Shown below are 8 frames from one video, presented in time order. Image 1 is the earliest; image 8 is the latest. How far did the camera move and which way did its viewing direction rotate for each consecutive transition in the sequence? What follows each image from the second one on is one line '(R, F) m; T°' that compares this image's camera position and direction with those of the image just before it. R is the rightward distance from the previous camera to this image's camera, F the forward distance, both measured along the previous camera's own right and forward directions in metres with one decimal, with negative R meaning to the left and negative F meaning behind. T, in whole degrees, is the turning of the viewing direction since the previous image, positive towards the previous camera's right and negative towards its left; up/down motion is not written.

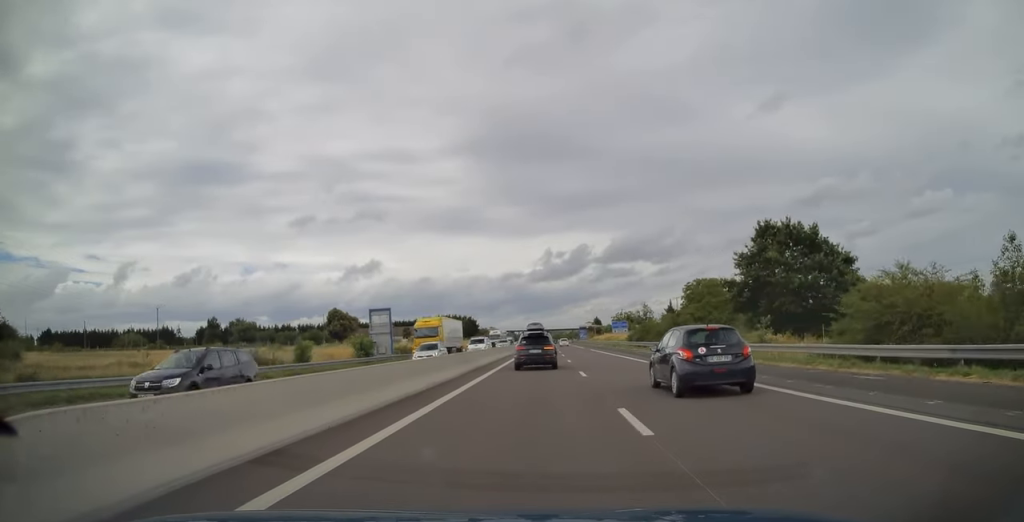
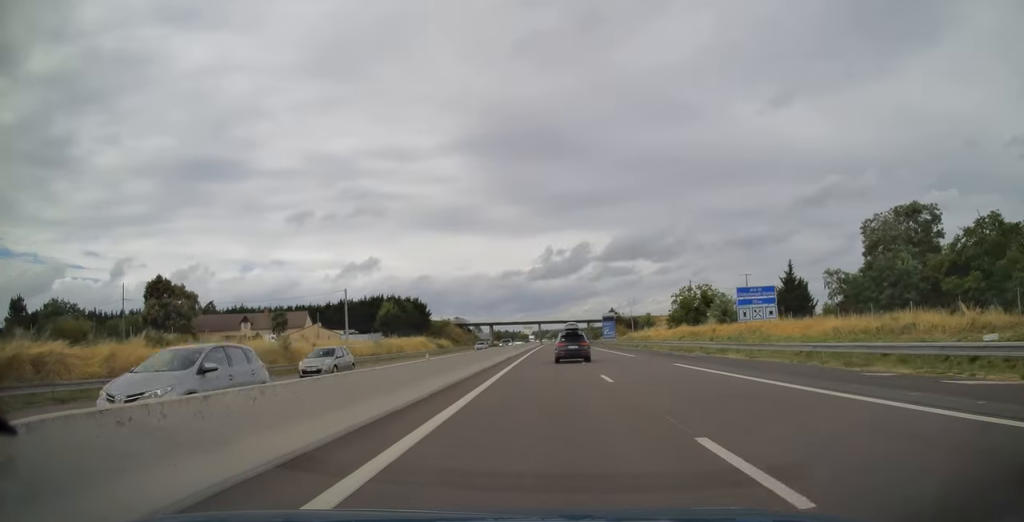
(0.0, +94.7) m; 0°
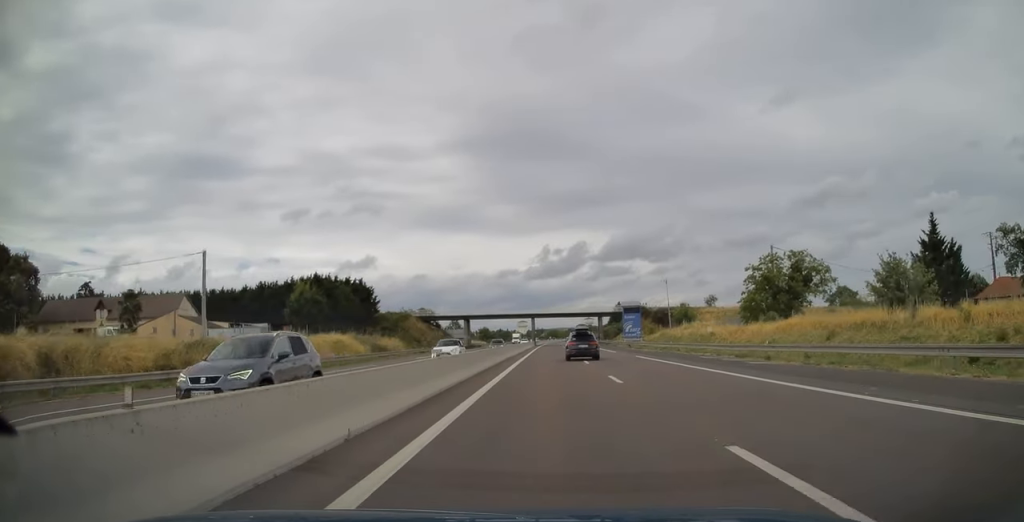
(+0.2, +40.0) m; 0°
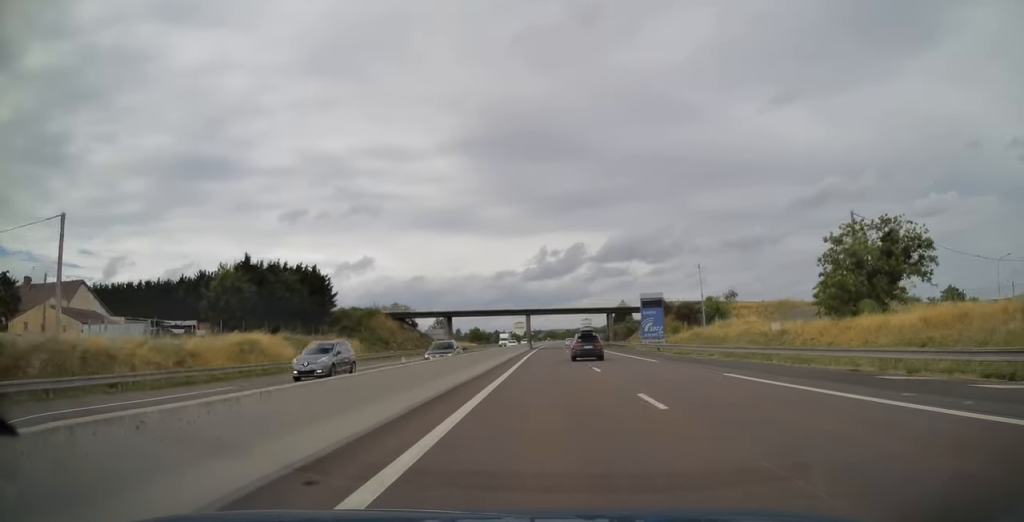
(0.0, +19.2) m; 0°
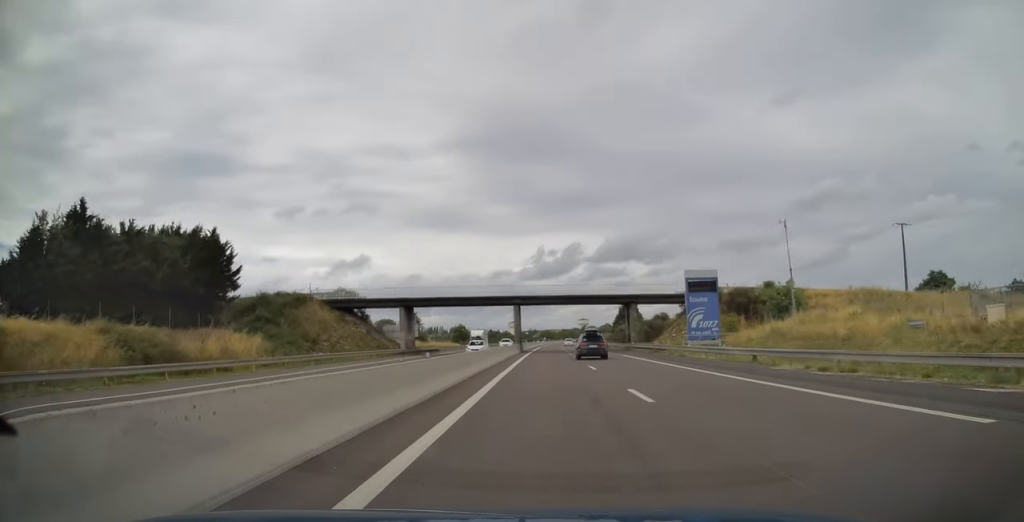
(+0.1, +25.0) m; 0°
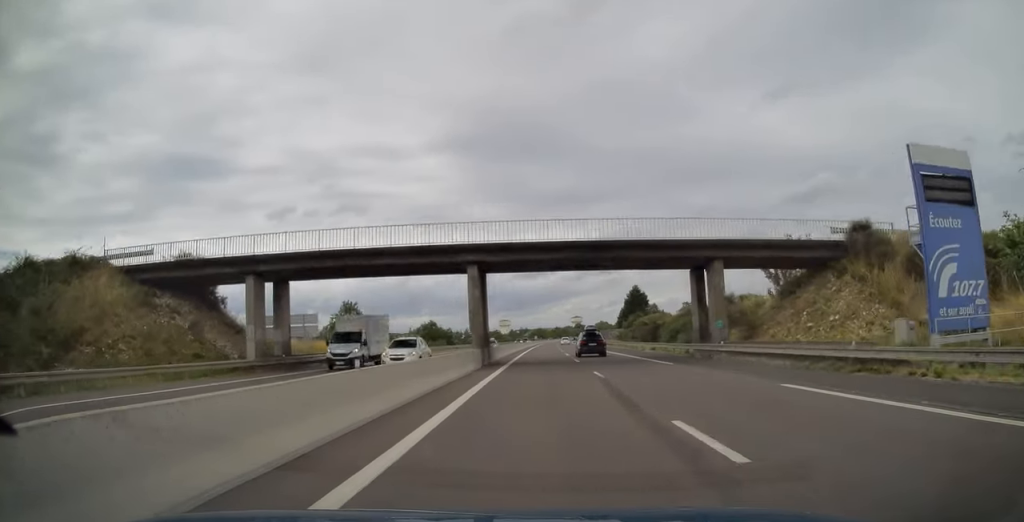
(+0.1, +32.6) m; +1°
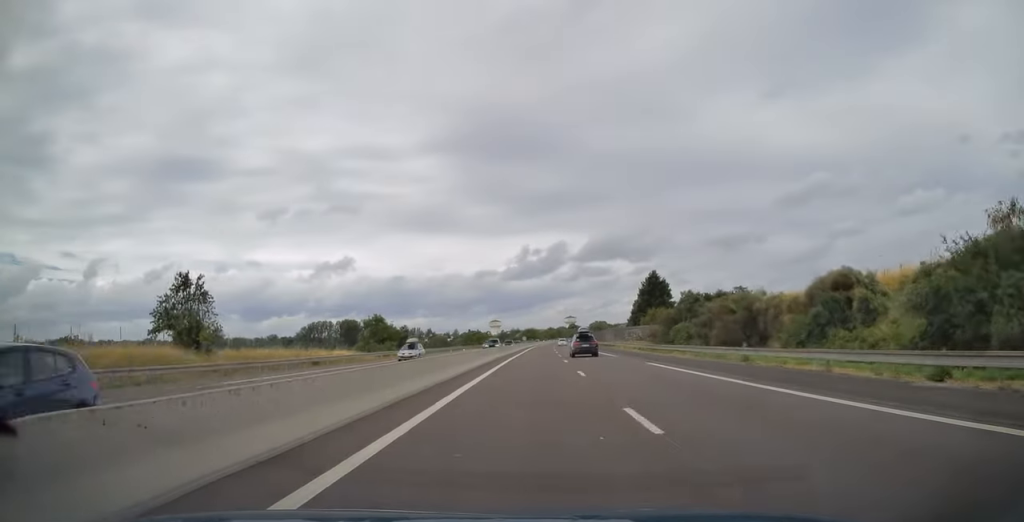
(+0.3, +37.2) m; +1°
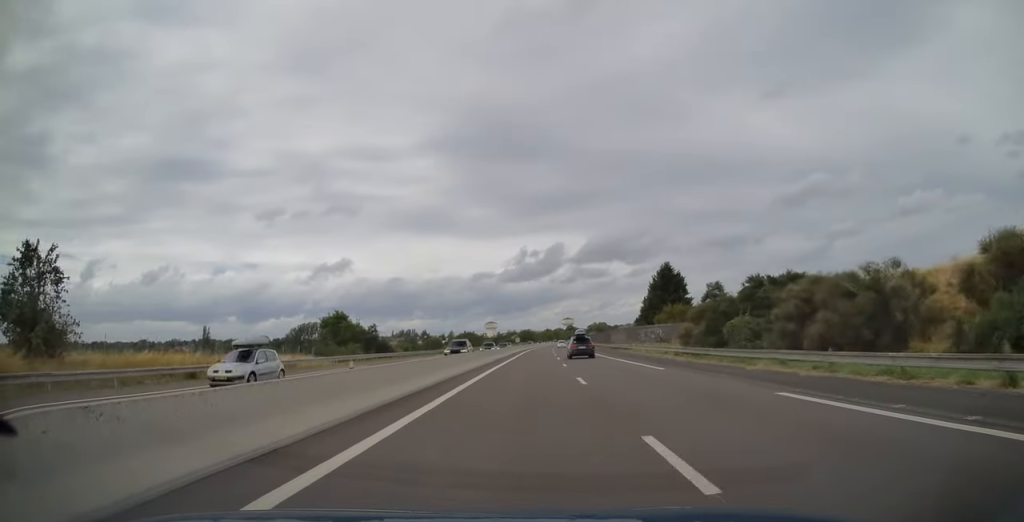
(0.0, +16.3) m; 0°
